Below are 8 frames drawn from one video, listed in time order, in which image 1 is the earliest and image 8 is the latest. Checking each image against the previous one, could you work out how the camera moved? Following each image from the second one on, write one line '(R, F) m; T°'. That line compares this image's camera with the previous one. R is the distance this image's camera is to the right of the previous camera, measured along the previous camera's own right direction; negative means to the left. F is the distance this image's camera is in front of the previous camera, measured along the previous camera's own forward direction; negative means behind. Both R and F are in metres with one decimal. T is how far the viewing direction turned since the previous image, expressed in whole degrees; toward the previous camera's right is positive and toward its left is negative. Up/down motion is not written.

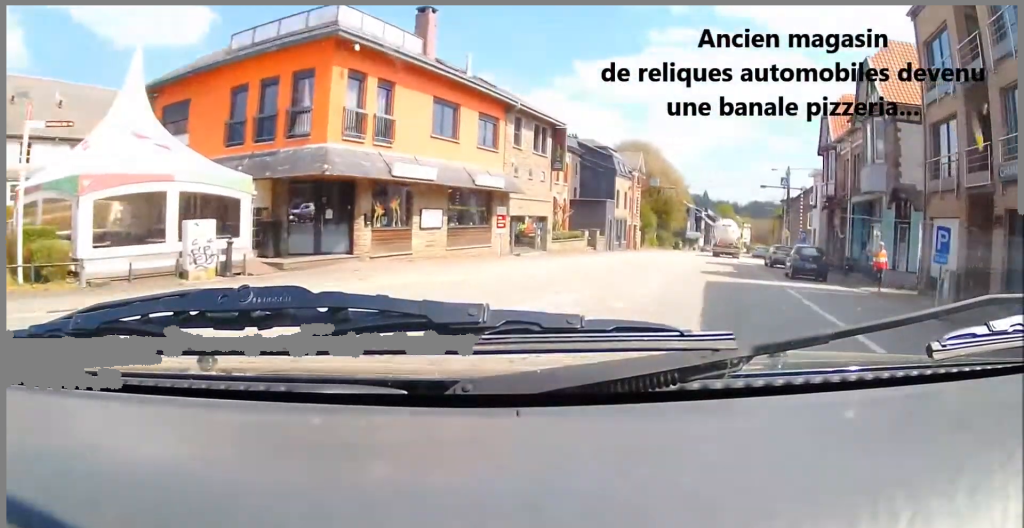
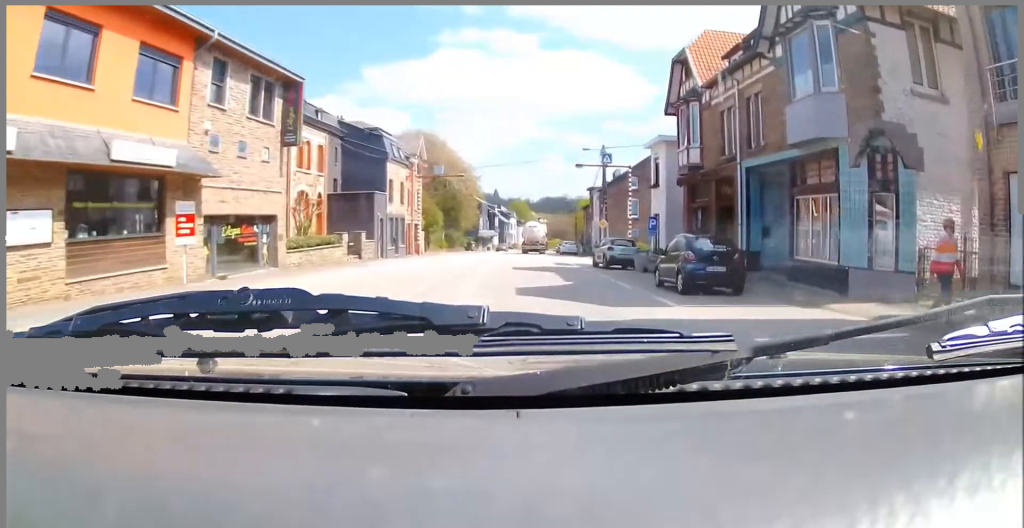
(+1.3, +8.6) m; +14°
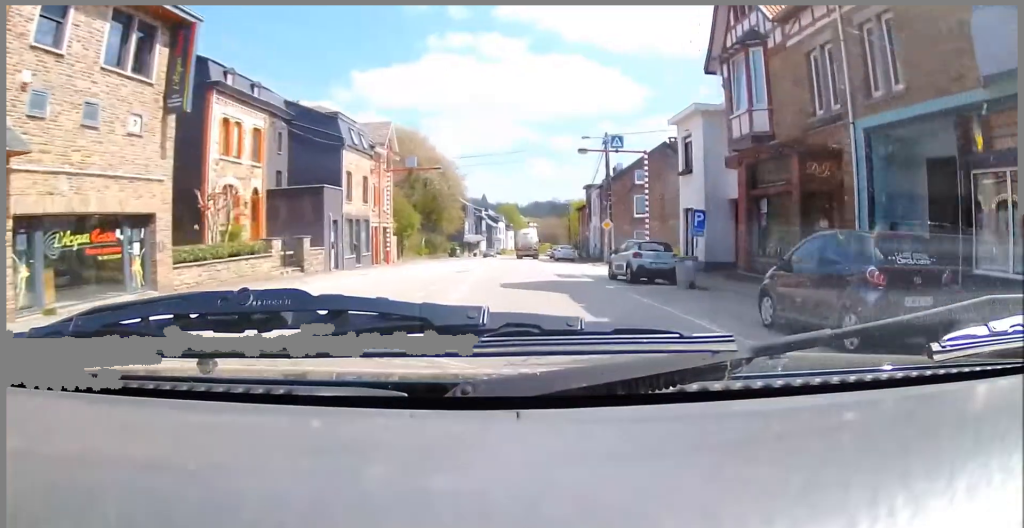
(+0.3, +5.4) m; +8°
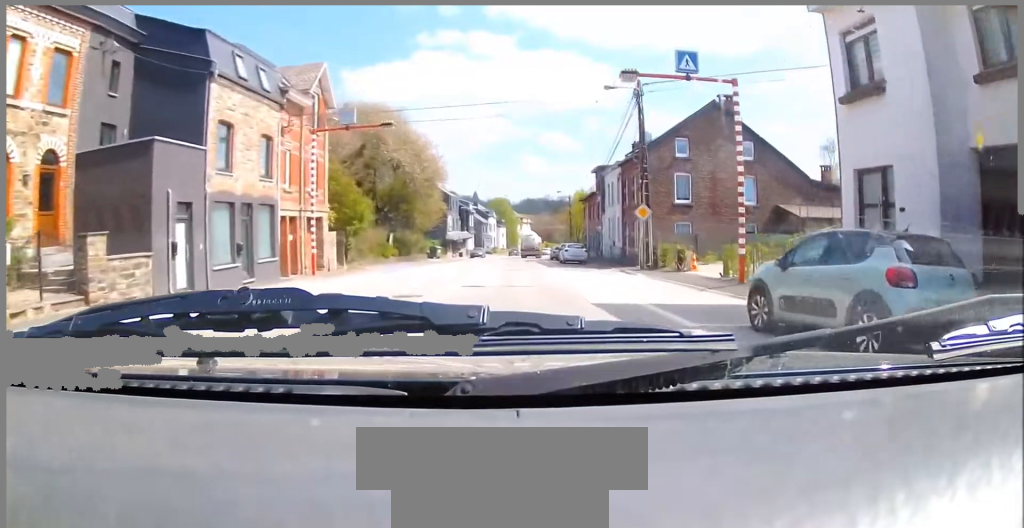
(+1.2, +9.3) m; +14°
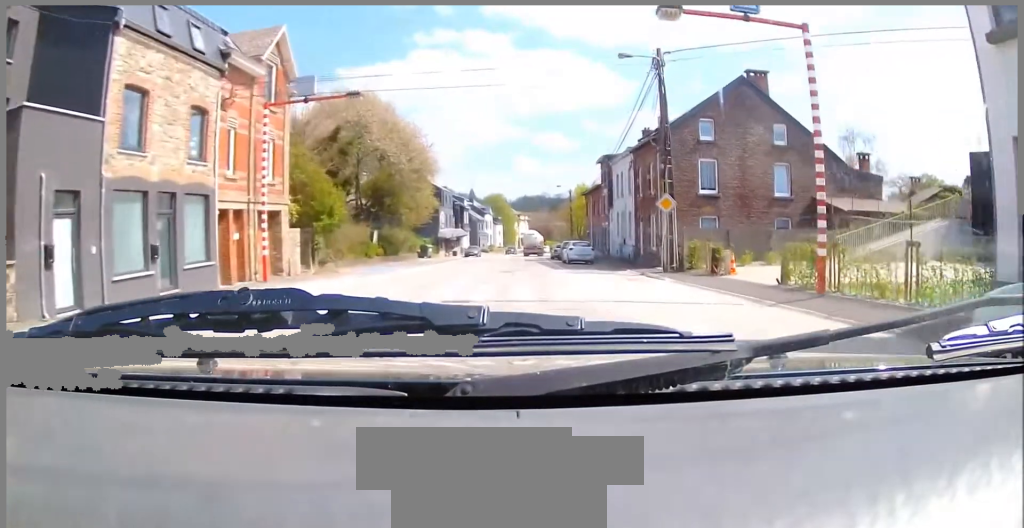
(+0.2, +3.7) m; +4°
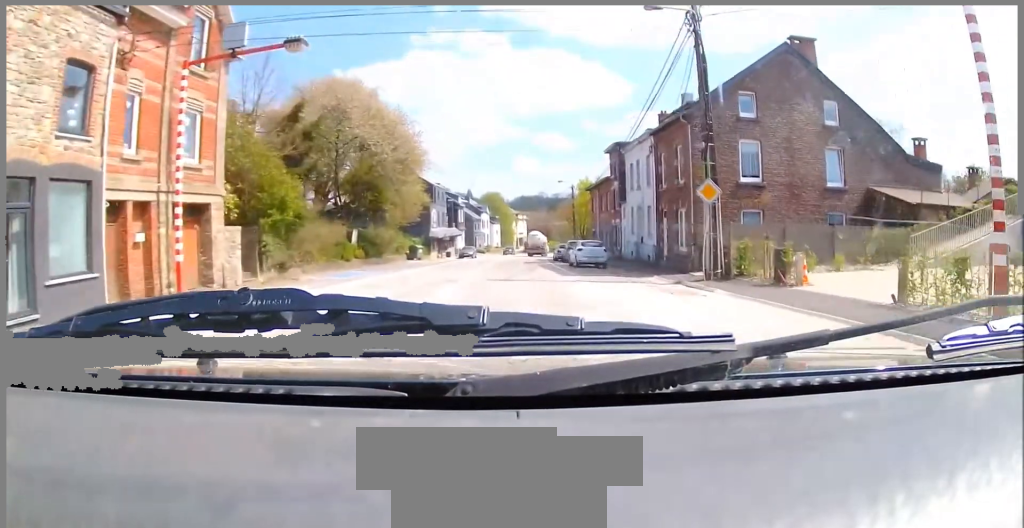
(0.0, +4.0) m; +4°
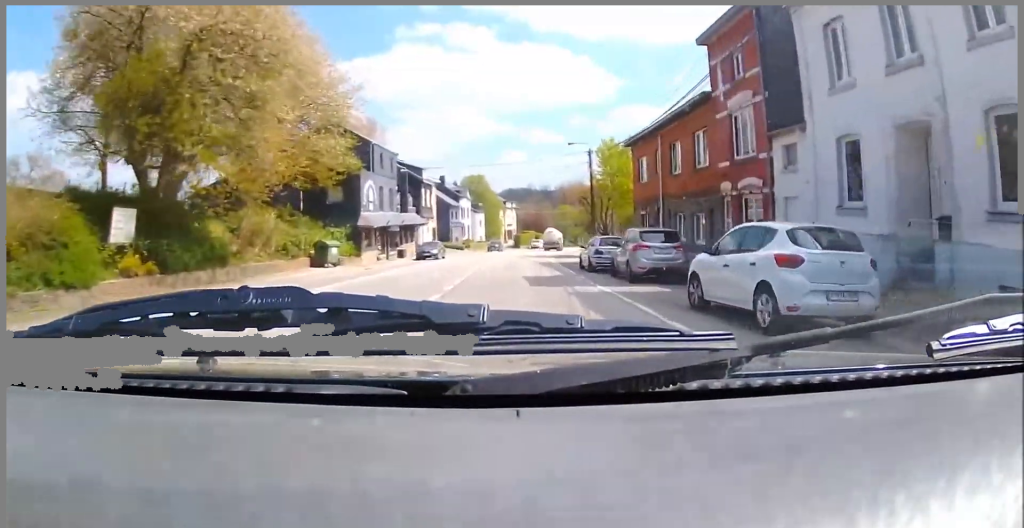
(+1.5, +18.5) m; +5°
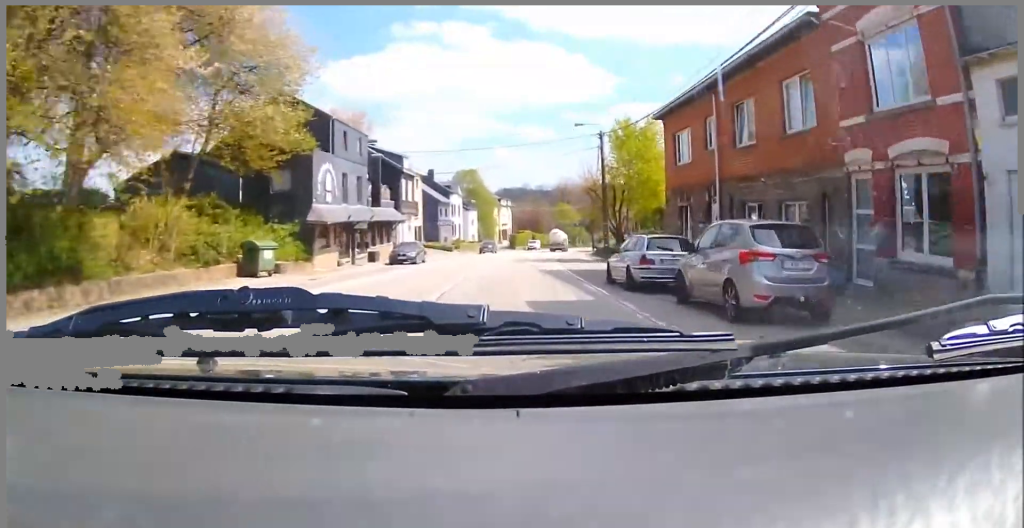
(0.0, +6.6) m; 0°
